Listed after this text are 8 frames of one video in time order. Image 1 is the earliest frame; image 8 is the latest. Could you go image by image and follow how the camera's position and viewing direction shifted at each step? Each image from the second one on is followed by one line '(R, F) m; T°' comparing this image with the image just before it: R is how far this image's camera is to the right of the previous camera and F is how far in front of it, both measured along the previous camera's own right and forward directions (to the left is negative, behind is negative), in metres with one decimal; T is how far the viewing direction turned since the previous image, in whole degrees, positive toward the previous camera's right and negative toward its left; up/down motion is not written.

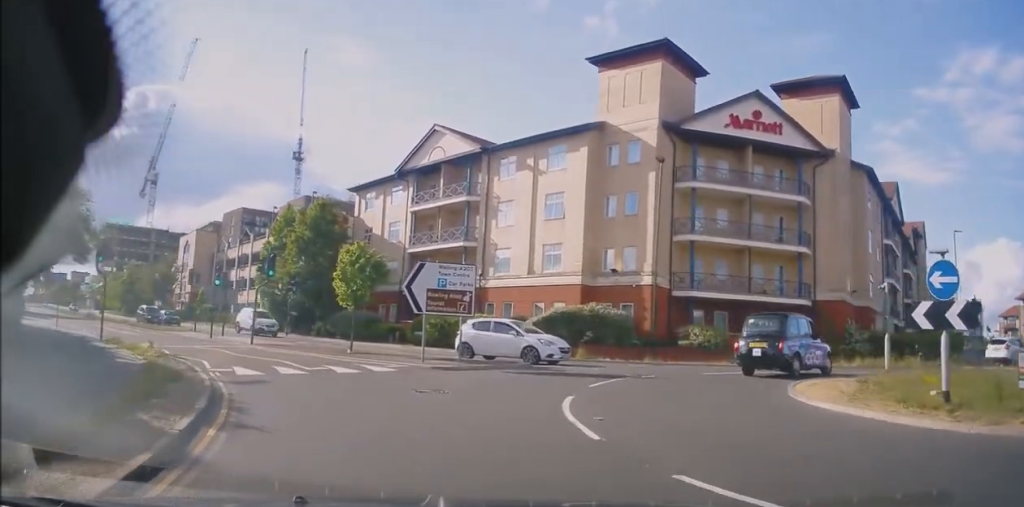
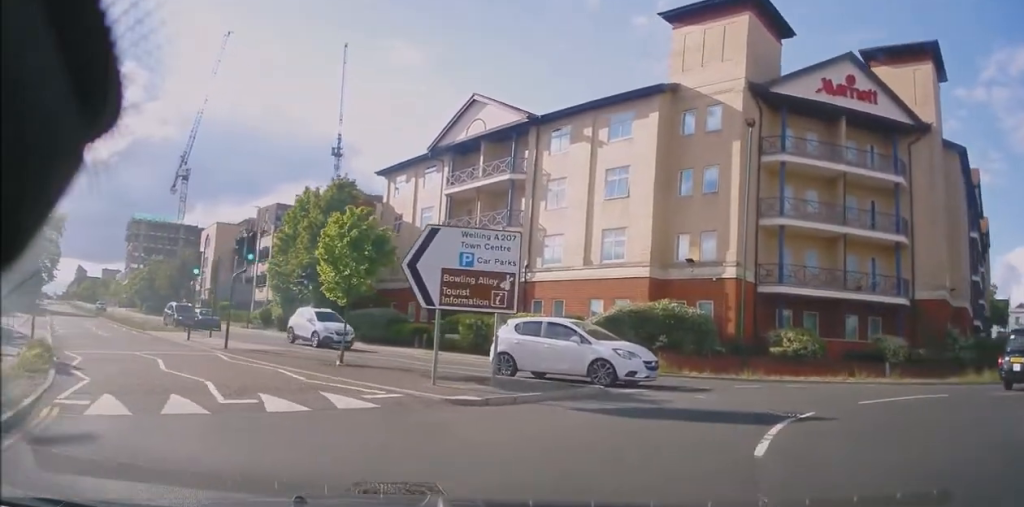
(-0.3, +6.5) m; 0°
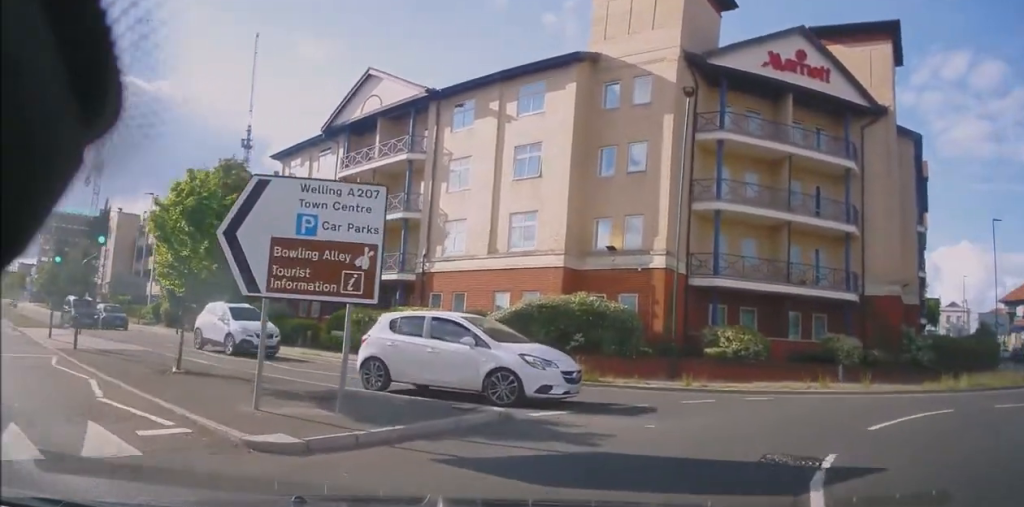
(-0.2, +3.6) m; +5°
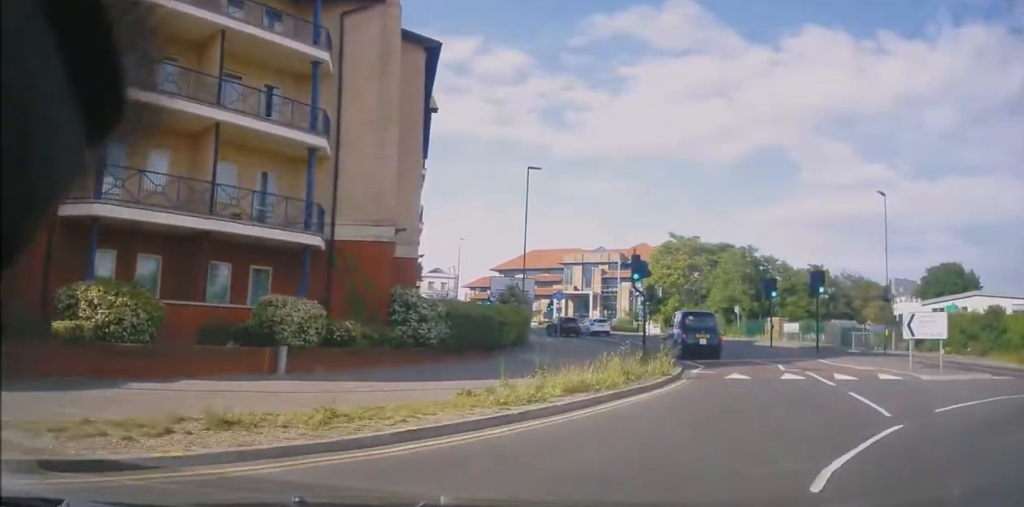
(+3.8, +8.8) m; +44°
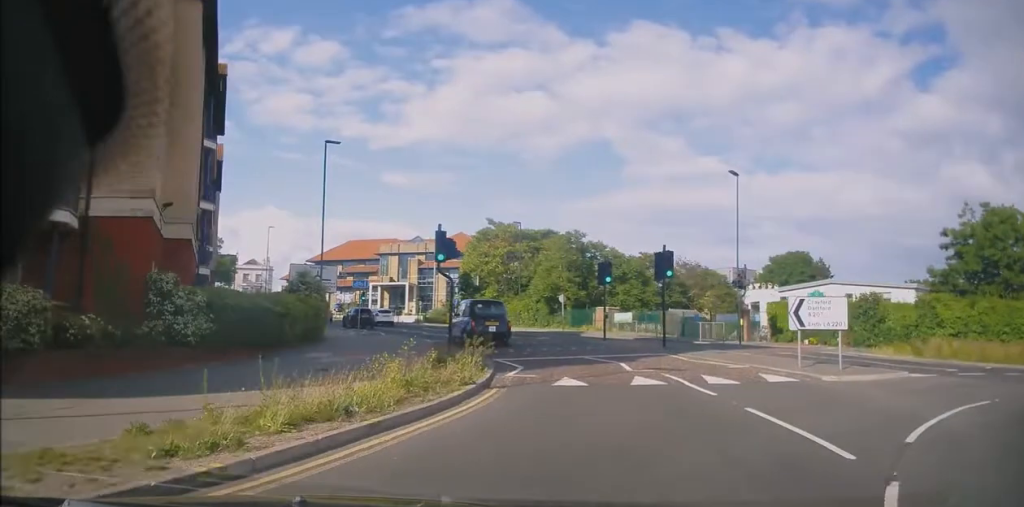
(+0.6, +4.0) m; +11°
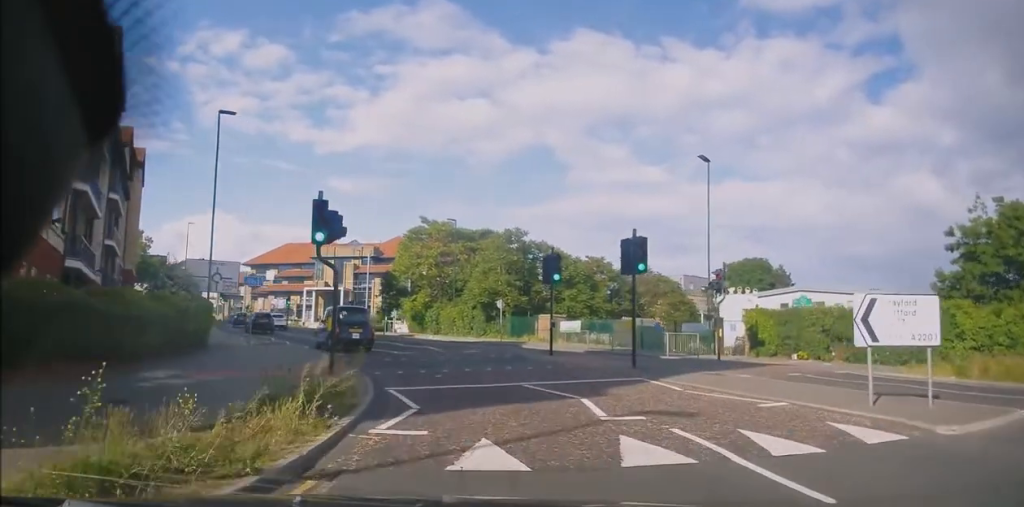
(+0.7, +6.0) m; +8°
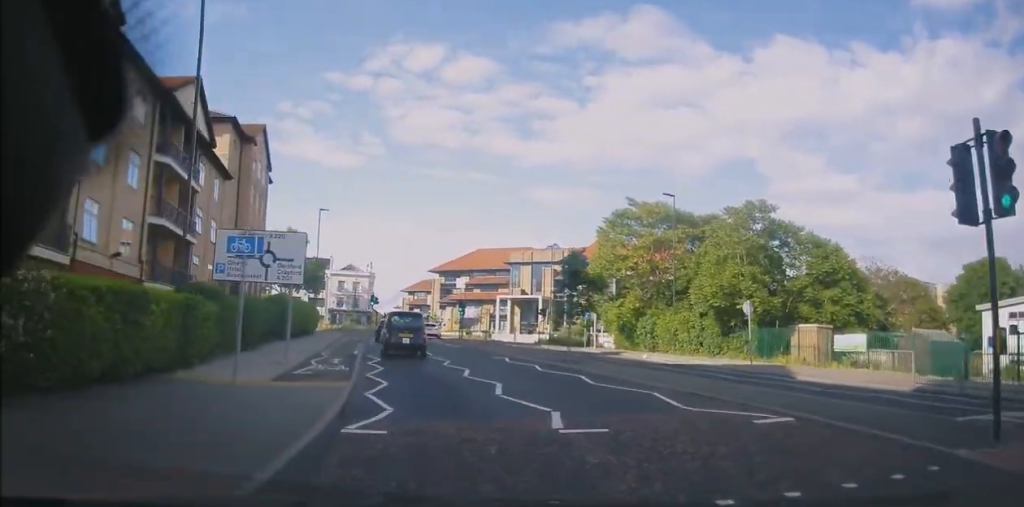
(-0.7, +14.6) m; -11°
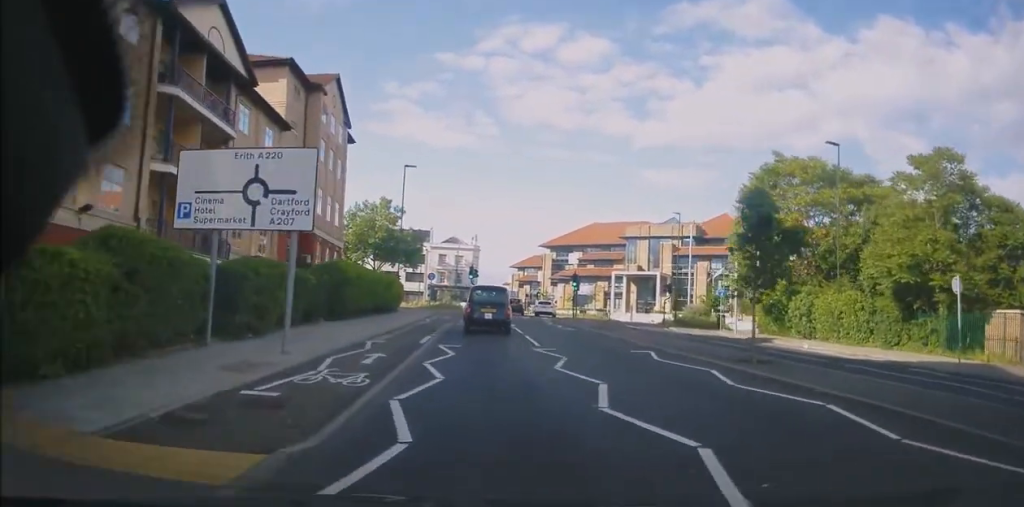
(-0.5, +8.2) m; -8°
